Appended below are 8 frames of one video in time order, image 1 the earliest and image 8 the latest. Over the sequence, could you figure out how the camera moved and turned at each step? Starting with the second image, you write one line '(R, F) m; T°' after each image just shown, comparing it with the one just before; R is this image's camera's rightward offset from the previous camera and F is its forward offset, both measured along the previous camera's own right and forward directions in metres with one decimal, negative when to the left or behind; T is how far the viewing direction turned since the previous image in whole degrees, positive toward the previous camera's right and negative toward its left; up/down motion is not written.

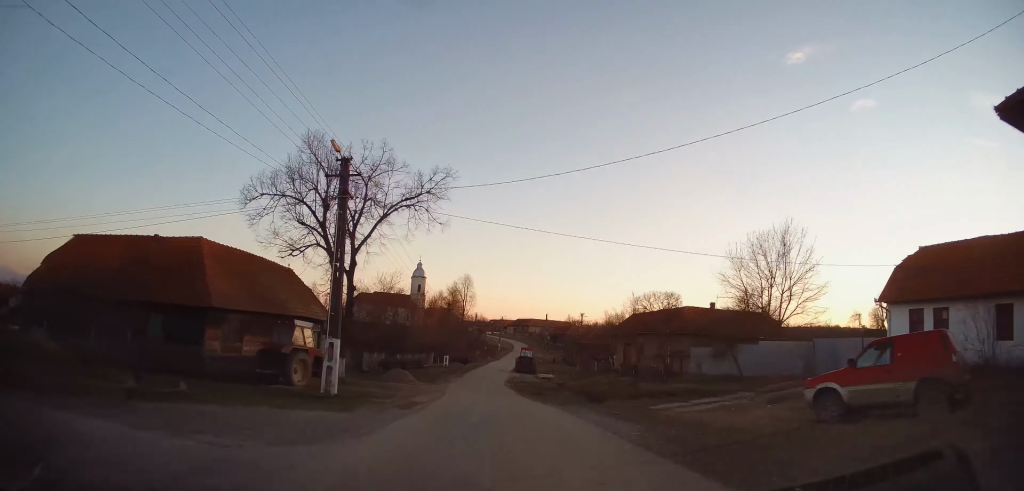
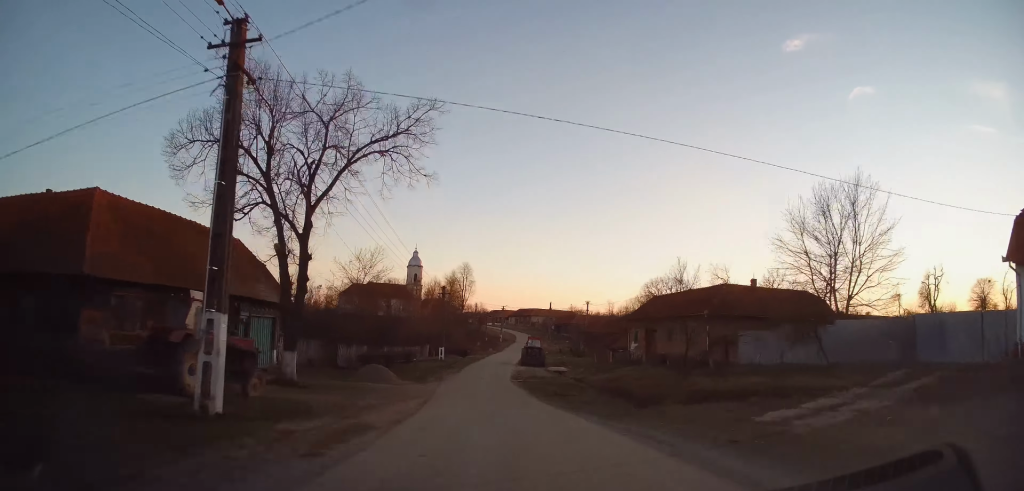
(-0.1, +8.2) m; 0°
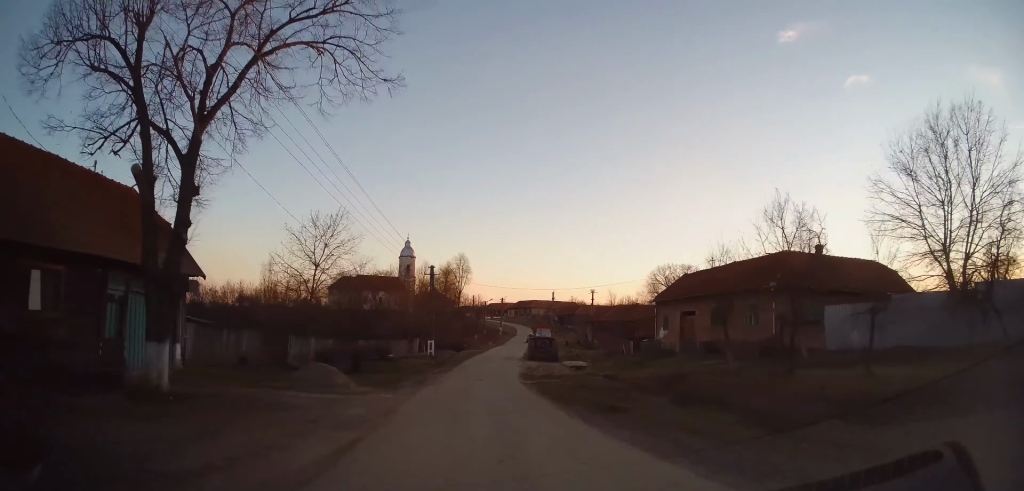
(0.0, +9.5) m; 0°
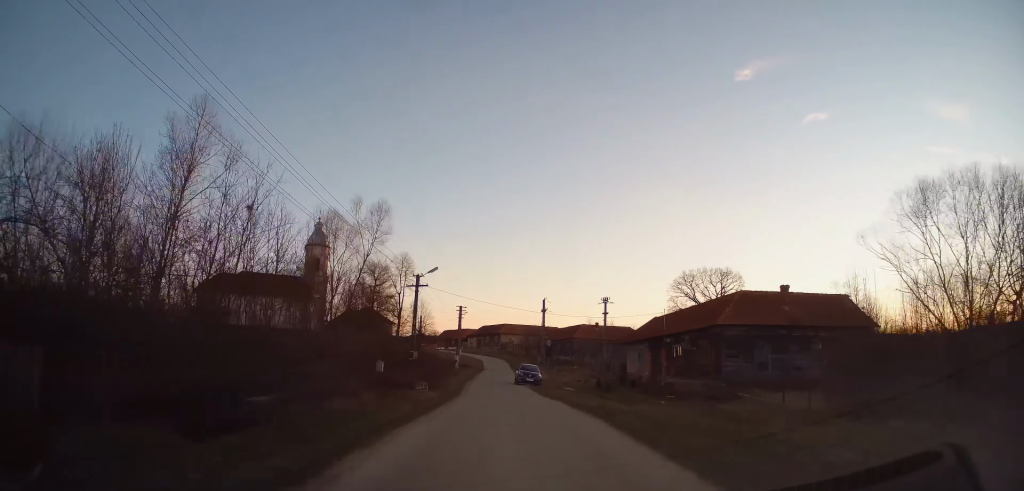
(+2.0, +49.4) m; +5°
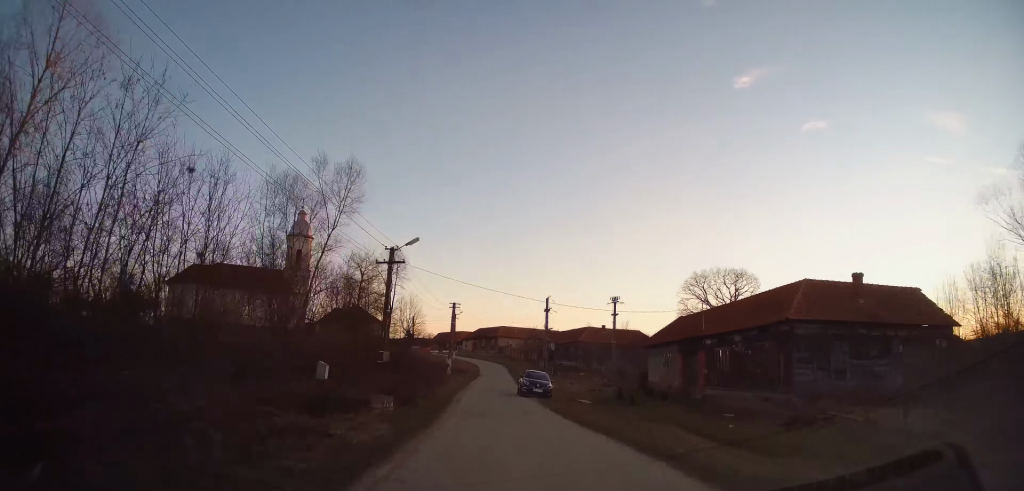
(+0.1, +8.0) m; 0°
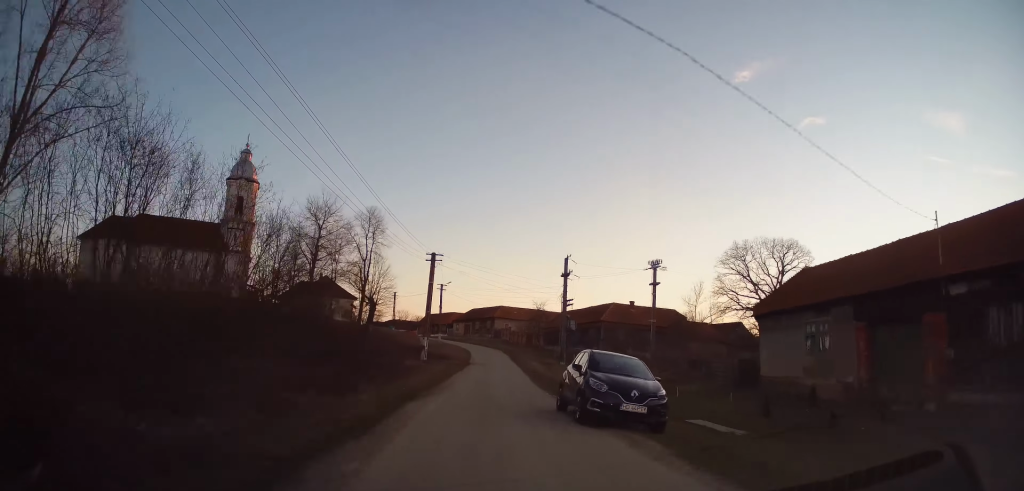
(-0.1, +20.0) m; +1°
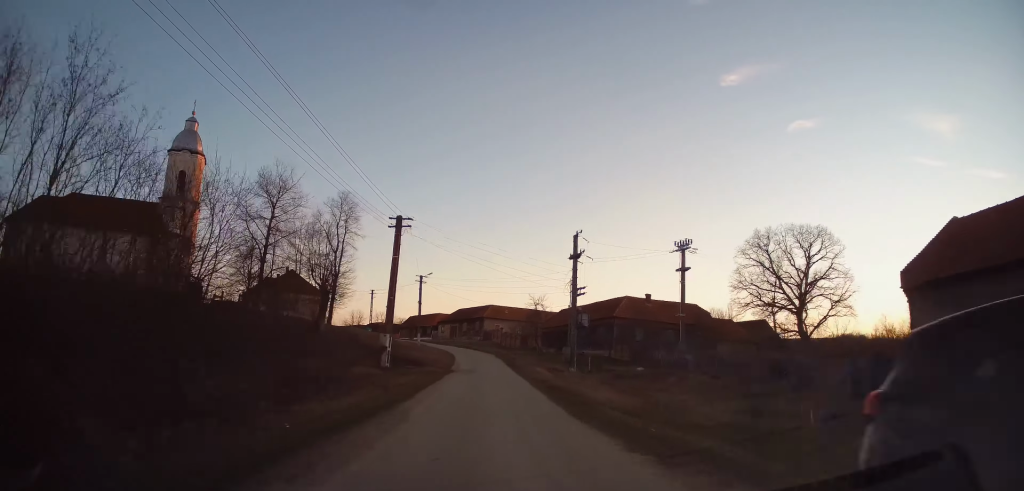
(+0.3, +11.4) m; +1°
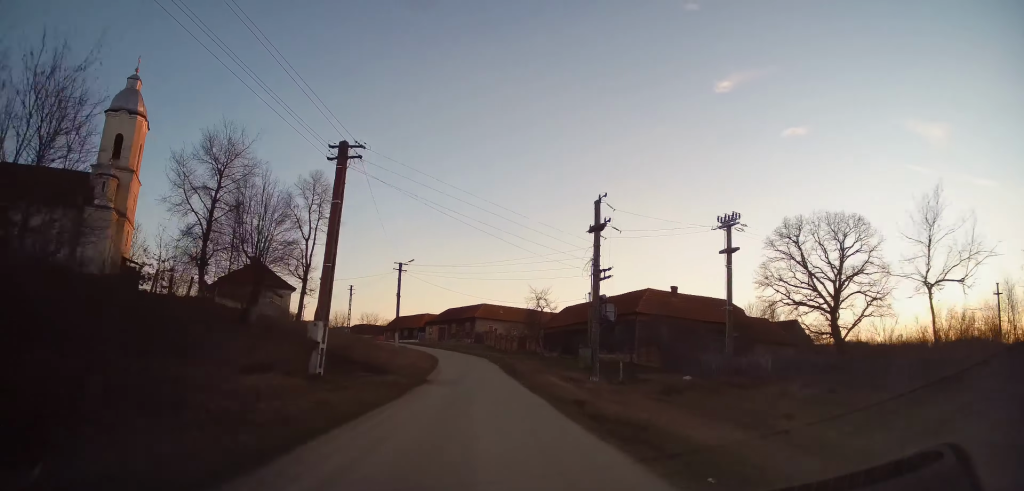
(+0.1, +10.2) m; 0°
